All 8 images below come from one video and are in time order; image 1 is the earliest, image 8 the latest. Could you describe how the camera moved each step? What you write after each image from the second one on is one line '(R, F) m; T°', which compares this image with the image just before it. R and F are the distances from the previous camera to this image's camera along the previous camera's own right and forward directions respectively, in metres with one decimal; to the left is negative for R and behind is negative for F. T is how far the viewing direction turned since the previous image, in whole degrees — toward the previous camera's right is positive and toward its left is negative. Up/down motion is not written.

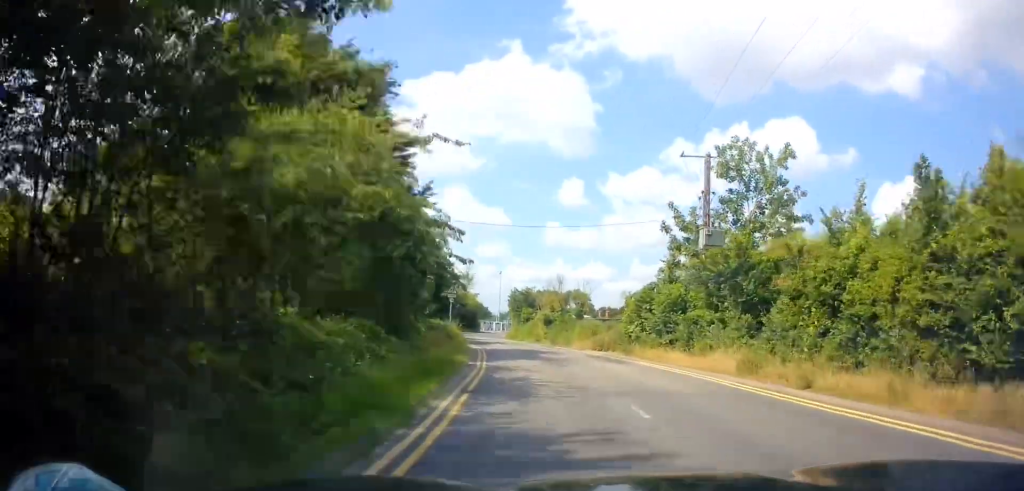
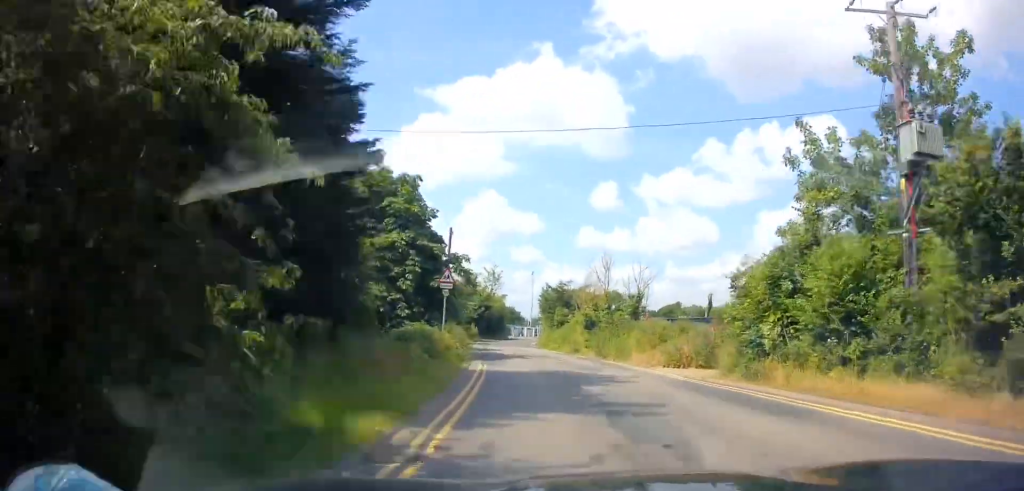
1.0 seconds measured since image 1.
(-0.2, +11.8) m; -3°
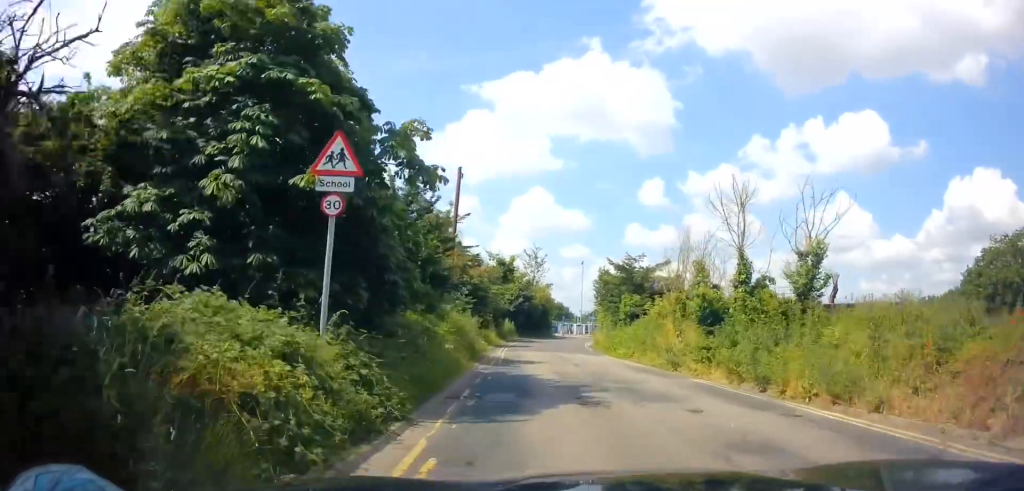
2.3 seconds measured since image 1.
(-0.9, +15.8) m; -6°
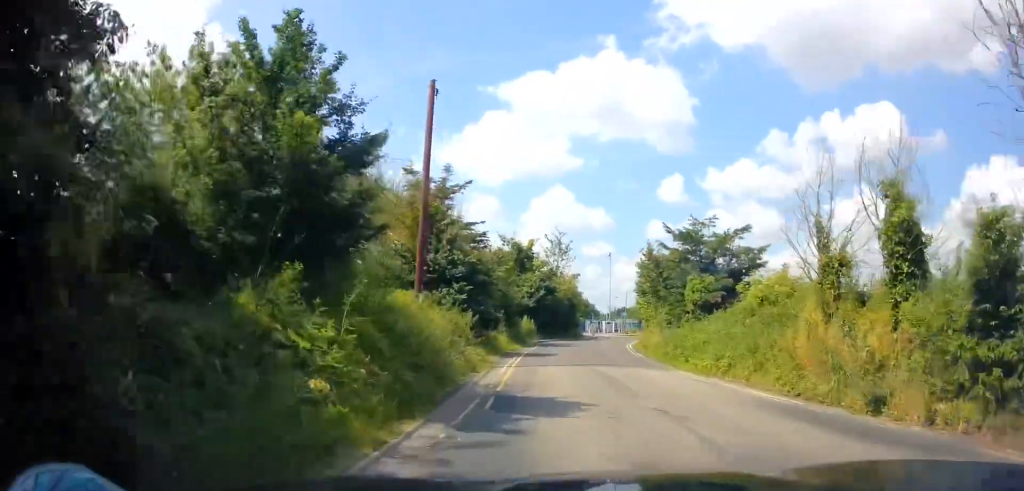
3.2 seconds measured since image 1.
(-0.3, +10.7) m; -2°
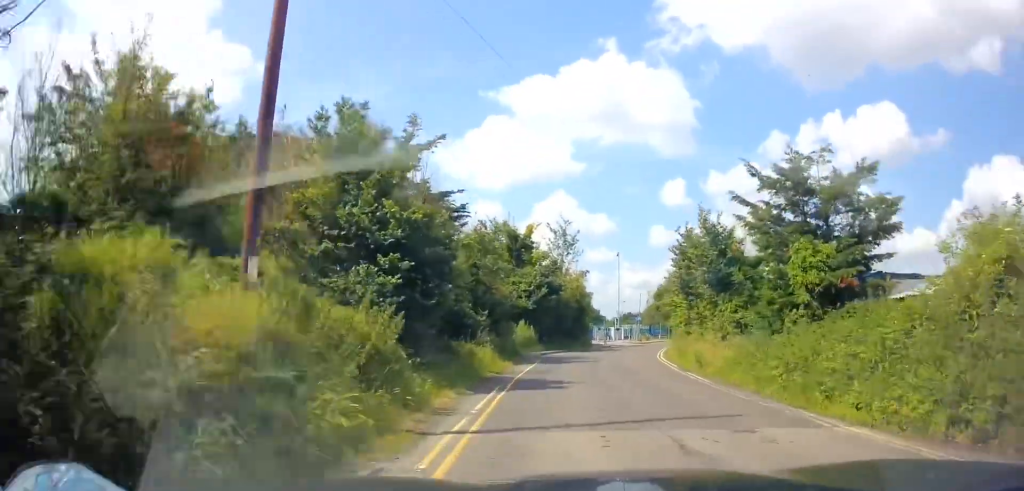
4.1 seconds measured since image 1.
(-0.1, +9.8) m; -1°
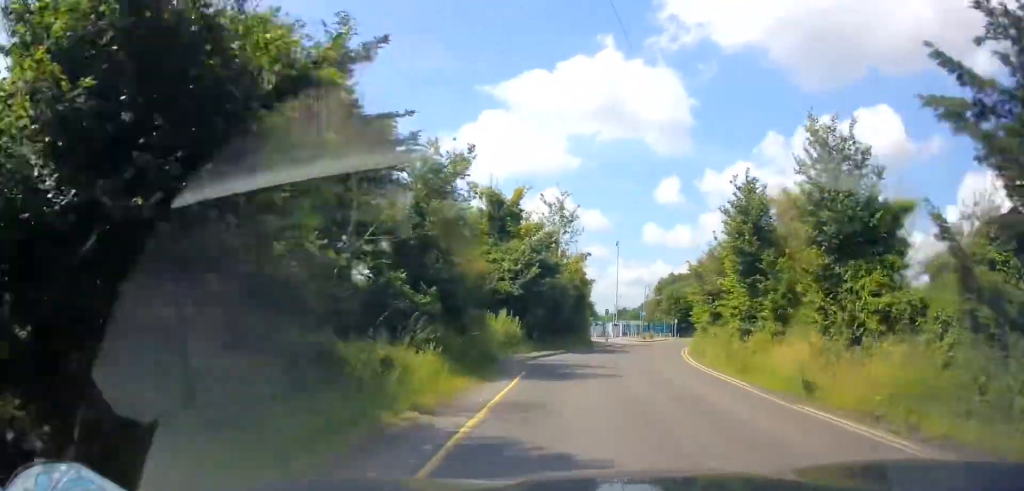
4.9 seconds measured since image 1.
(-0.1, +9.2) m; 0°
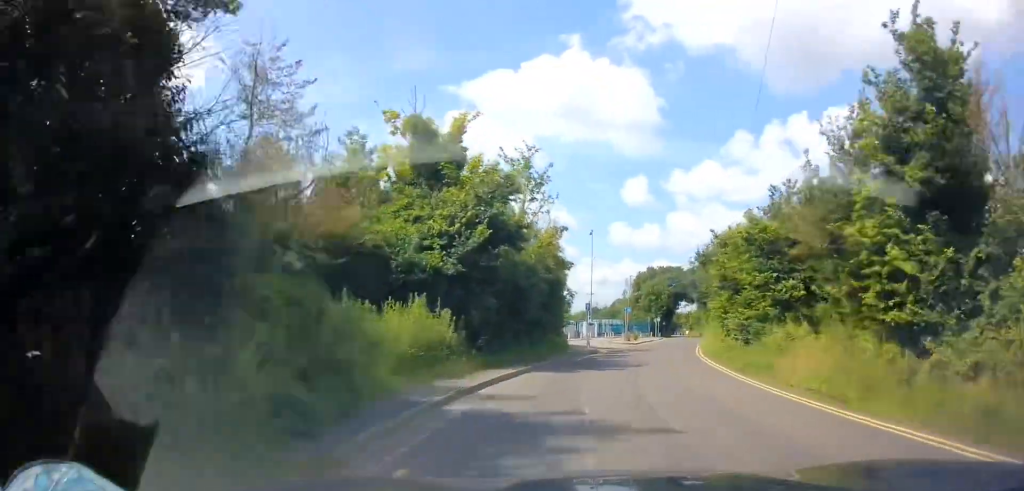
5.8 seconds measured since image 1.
(+0.1, +10.2) m; +5°
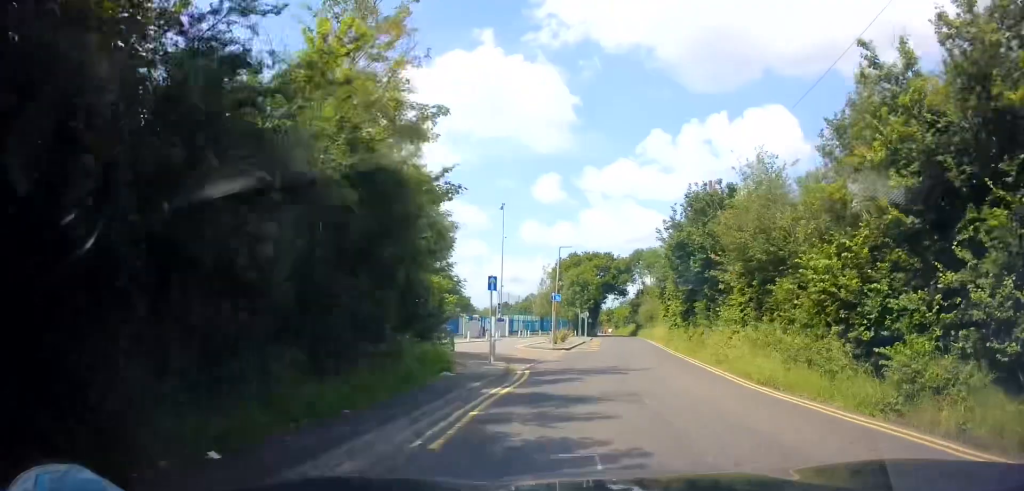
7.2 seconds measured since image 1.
(+1.5, +16.2) m; +7°
